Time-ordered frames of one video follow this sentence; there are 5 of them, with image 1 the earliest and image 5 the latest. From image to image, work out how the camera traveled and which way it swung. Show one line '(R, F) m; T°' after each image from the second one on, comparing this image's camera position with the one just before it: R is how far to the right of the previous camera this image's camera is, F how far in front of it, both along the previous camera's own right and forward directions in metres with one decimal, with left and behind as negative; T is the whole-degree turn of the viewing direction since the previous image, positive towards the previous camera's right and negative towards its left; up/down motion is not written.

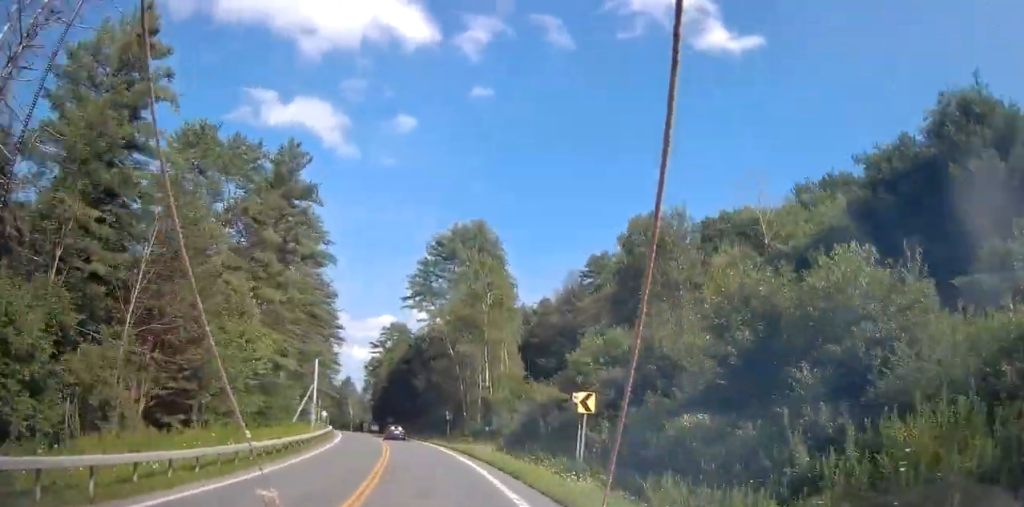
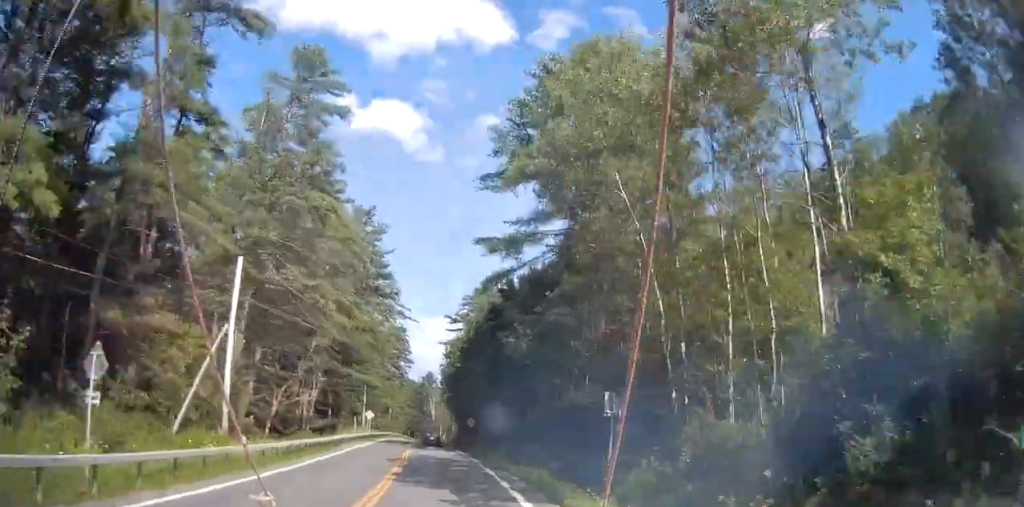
(-1.9, +37.6) m; -5°
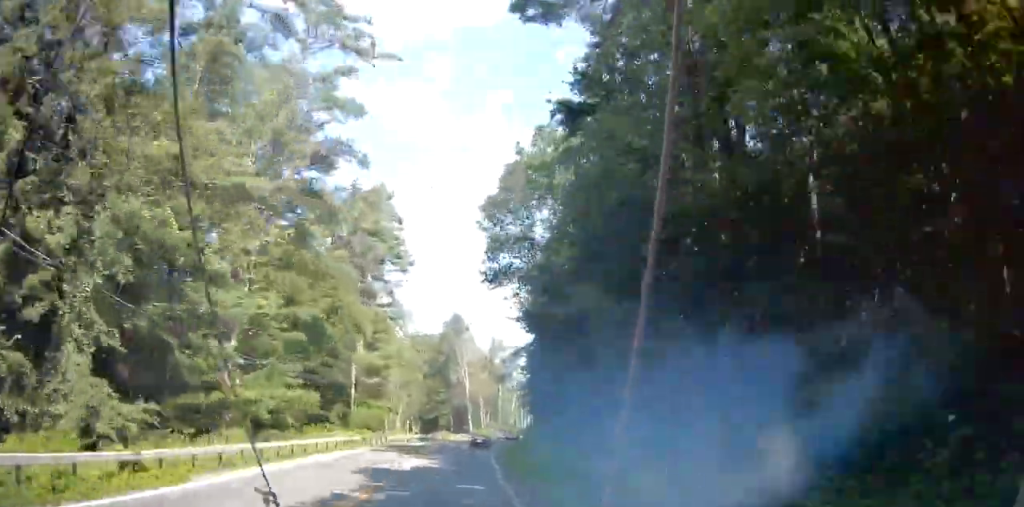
(-15.2, +83.6) m; -13°
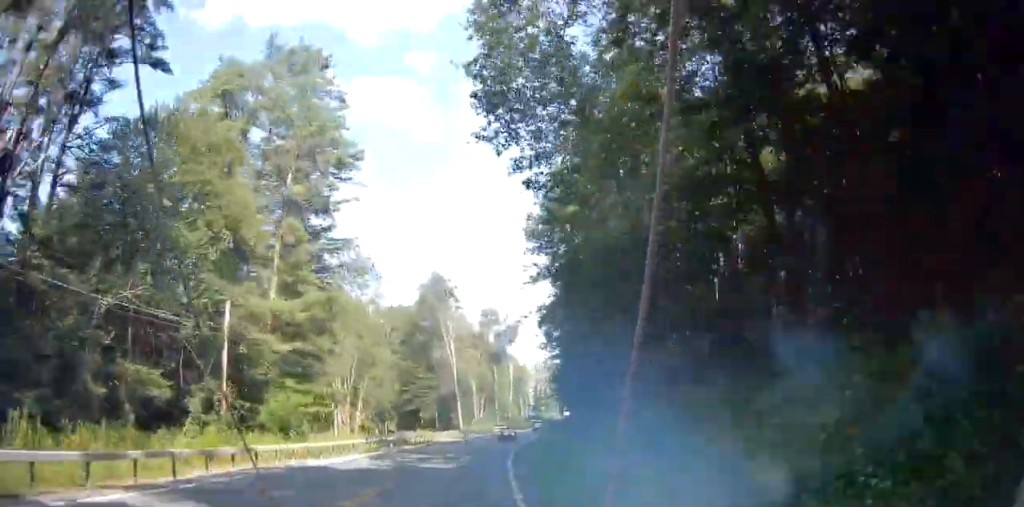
(+2.2, +26.8) m; +5°
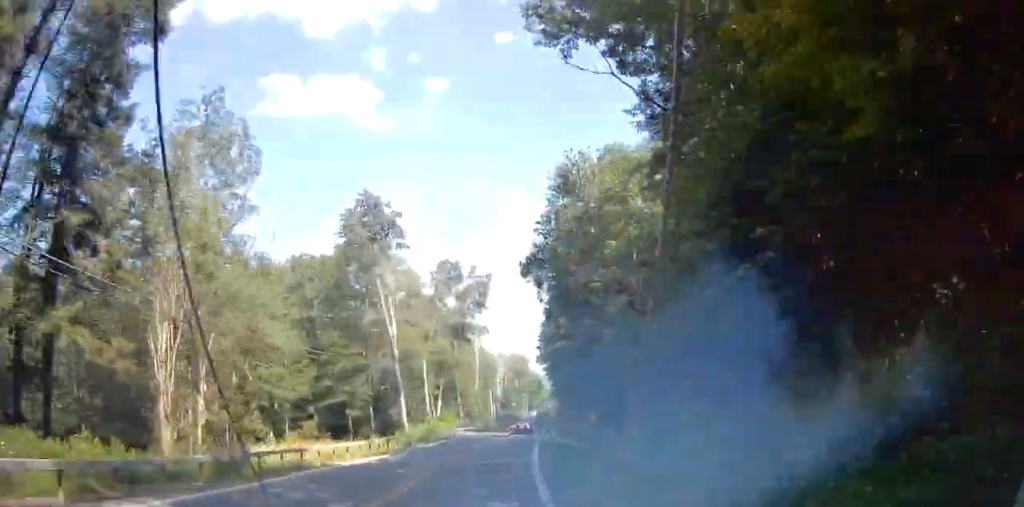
(+2.0, +31.6) m; +7°
